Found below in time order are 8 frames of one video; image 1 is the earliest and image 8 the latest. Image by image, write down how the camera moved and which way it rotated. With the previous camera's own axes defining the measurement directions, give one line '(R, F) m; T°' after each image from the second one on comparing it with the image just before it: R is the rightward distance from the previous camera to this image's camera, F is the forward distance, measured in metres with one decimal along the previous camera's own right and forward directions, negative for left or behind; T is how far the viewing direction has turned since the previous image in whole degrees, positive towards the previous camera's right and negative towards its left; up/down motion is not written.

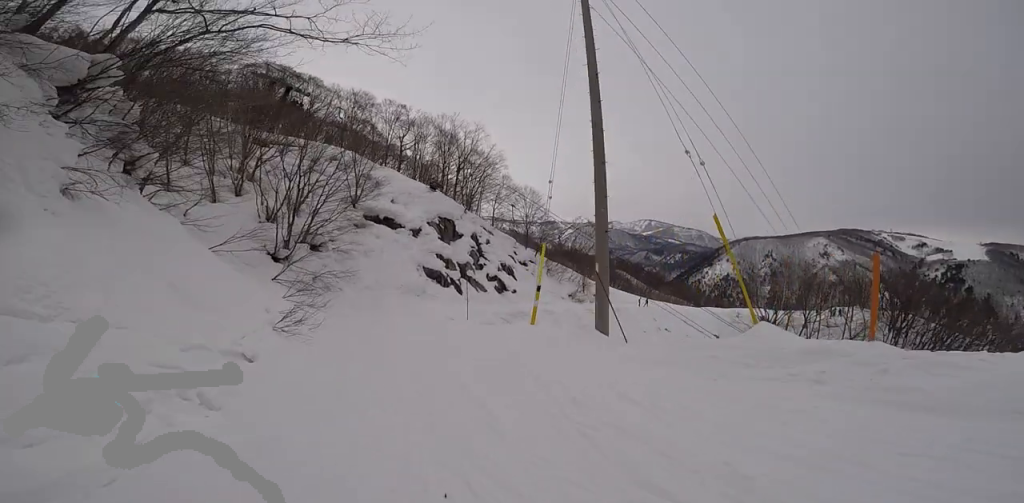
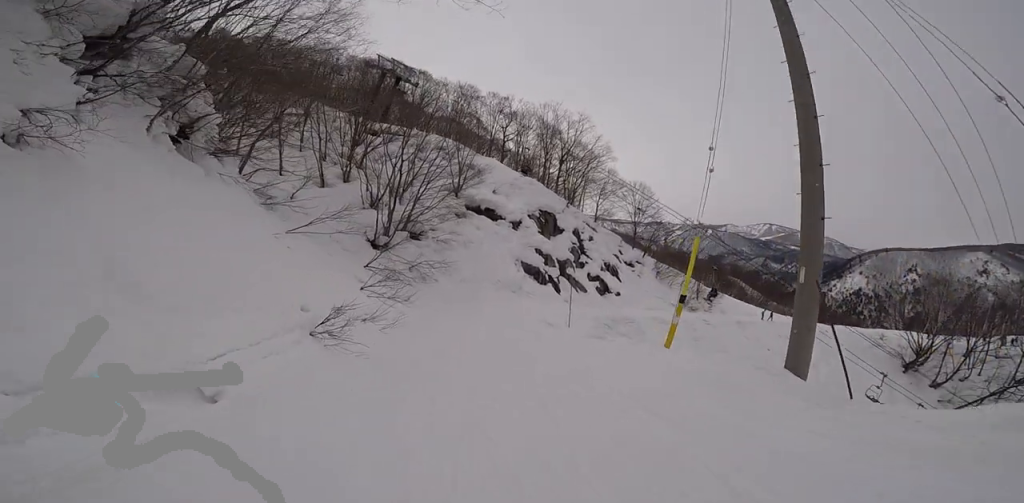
(+0.2, +2.9) m; -3°
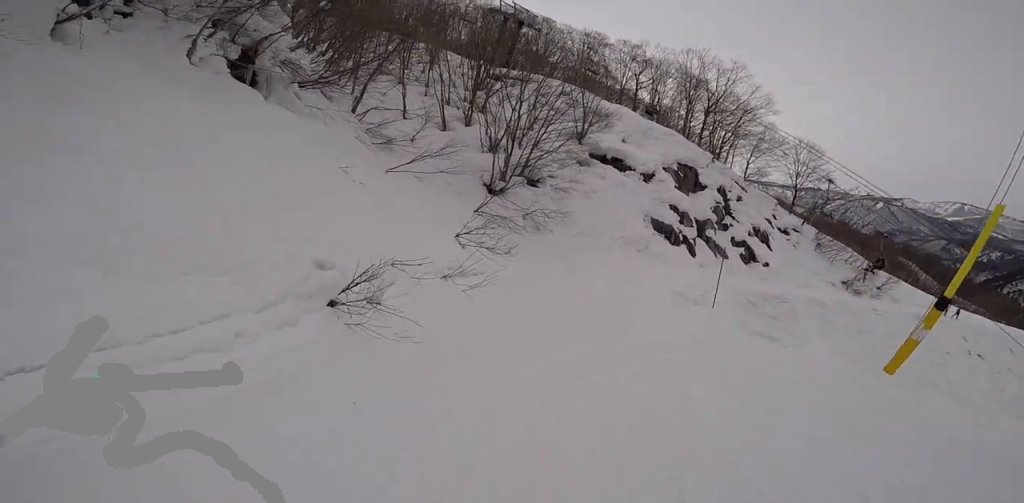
(-0.6, +2.4) m; -6°
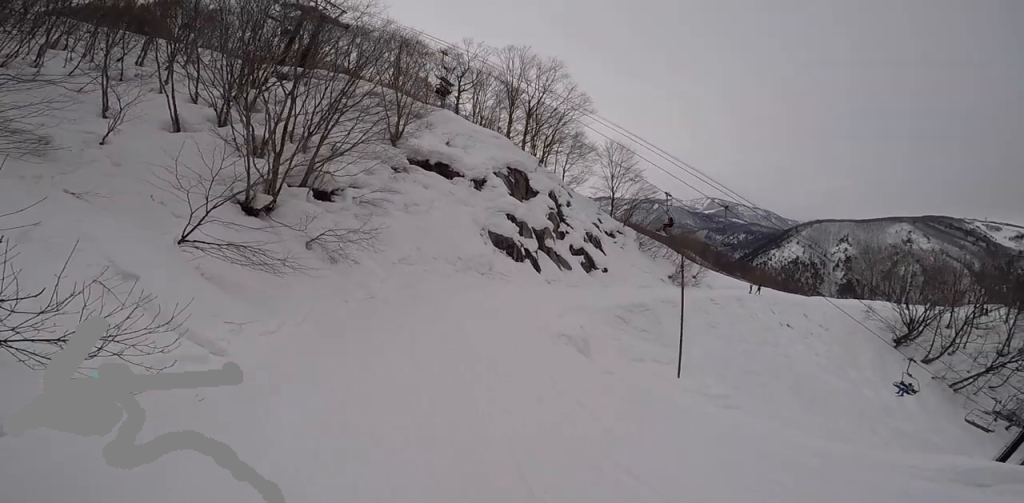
(-0.2, +7.4) m; -4°
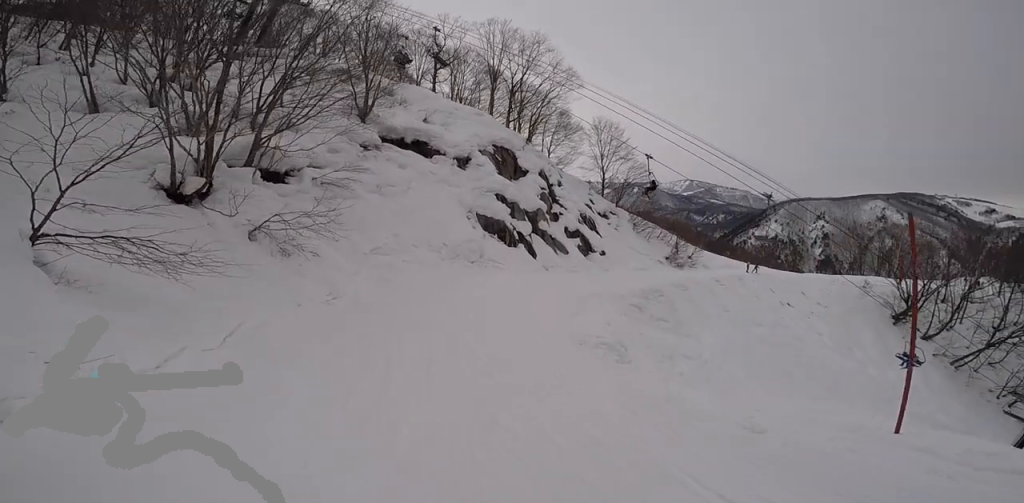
(-0.4, +3.0) m; 0°
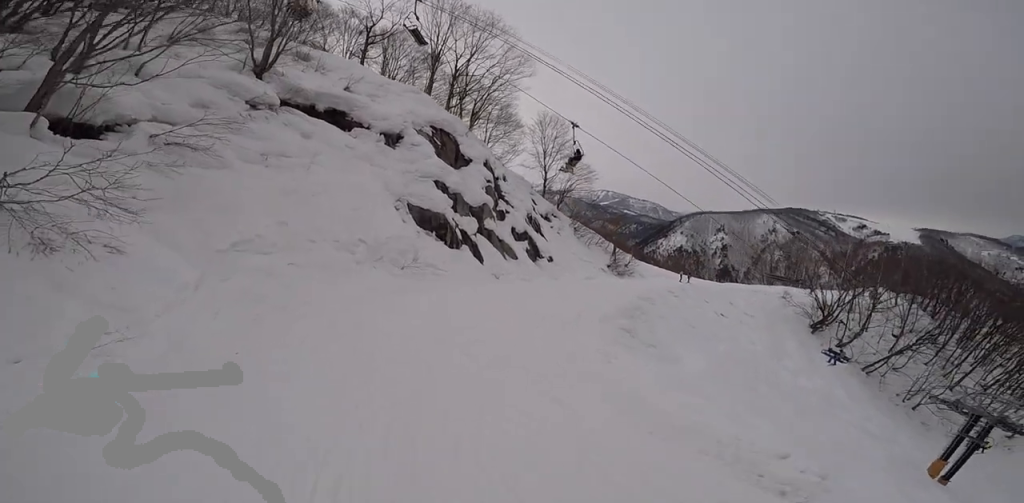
(+0.3, +4.9) m; +11°
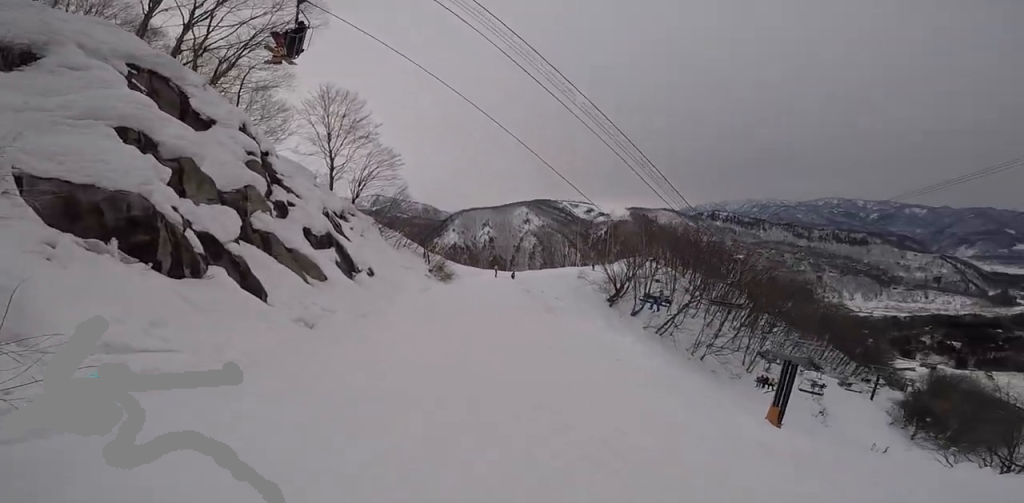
(+1.8, +8.8) m; +18°
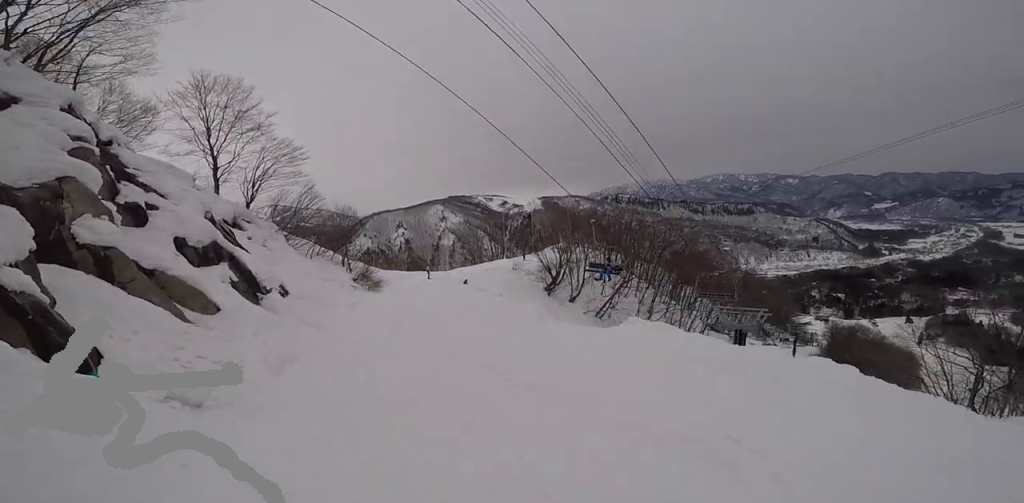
(+0.2, +4.1) m; +7°
